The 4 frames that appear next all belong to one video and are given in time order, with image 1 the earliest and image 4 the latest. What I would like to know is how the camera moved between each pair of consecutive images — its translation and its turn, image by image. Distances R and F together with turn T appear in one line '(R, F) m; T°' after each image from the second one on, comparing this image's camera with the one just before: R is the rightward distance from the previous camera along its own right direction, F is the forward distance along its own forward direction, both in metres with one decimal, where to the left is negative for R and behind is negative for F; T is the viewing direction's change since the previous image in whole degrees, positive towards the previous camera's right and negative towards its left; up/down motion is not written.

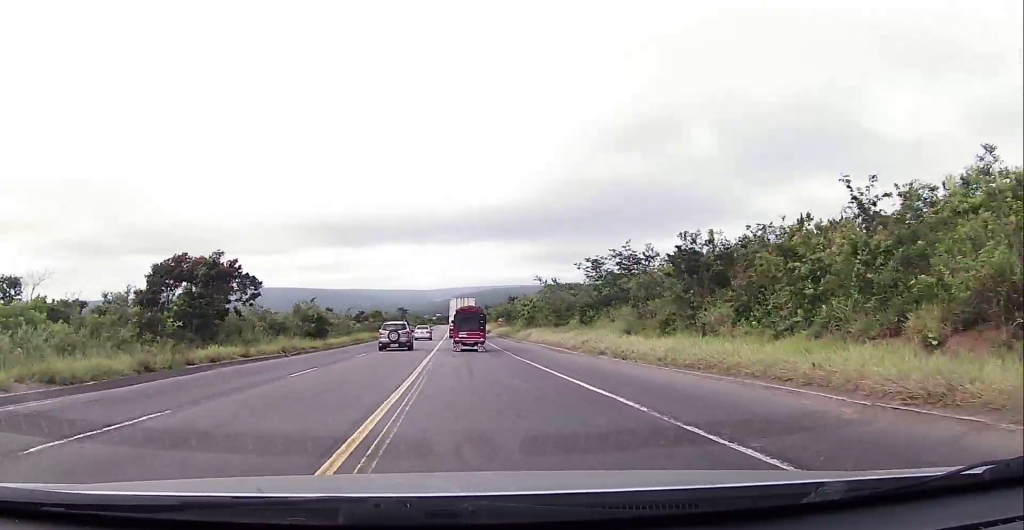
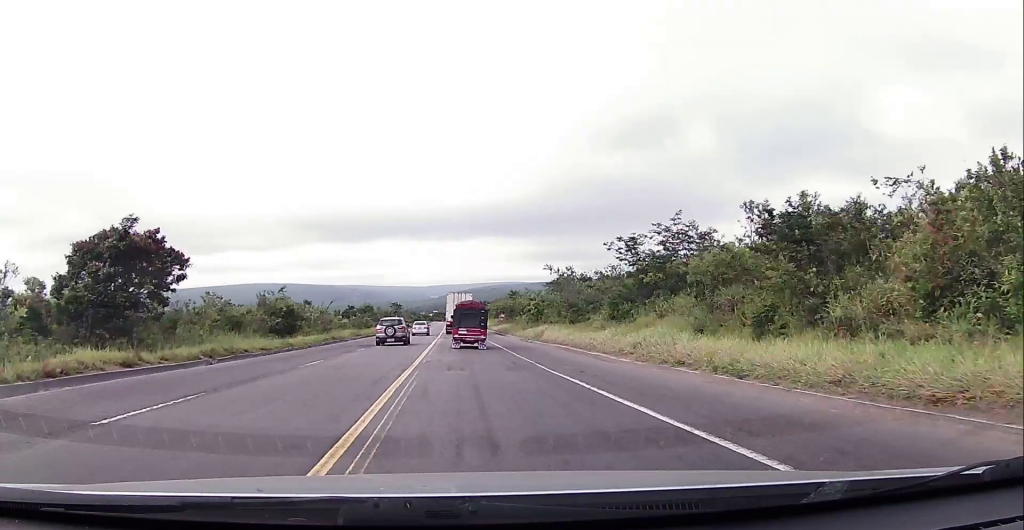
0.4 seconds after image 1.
(-0.1, +9.5) m; 0°
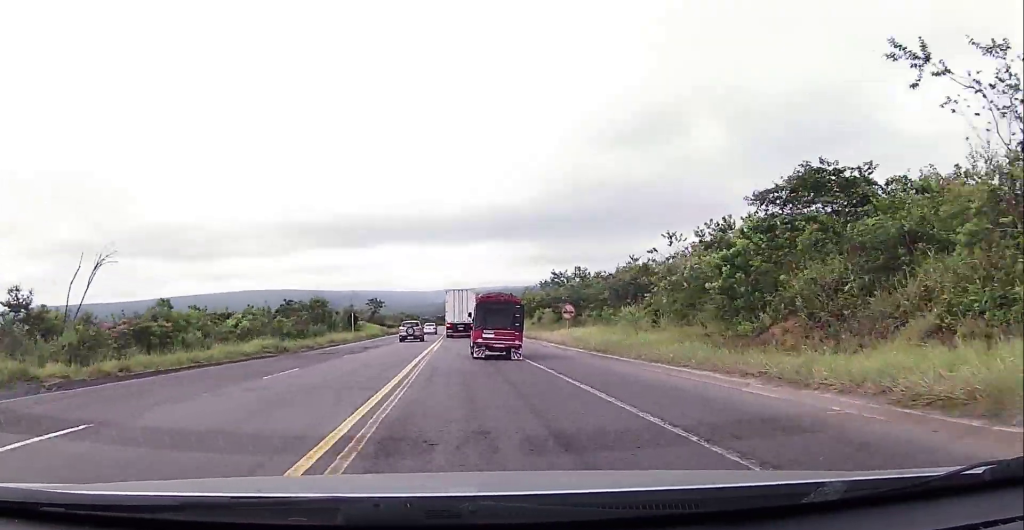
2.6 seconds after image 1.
(+0.2, +50.5) m; -1°
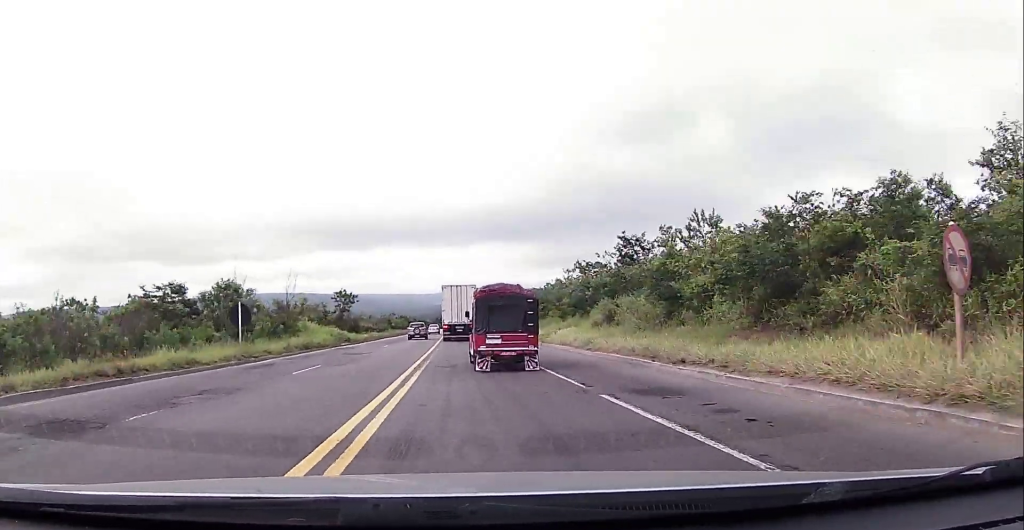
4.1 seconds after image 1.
(-0.1, +33.4) m; 0°
